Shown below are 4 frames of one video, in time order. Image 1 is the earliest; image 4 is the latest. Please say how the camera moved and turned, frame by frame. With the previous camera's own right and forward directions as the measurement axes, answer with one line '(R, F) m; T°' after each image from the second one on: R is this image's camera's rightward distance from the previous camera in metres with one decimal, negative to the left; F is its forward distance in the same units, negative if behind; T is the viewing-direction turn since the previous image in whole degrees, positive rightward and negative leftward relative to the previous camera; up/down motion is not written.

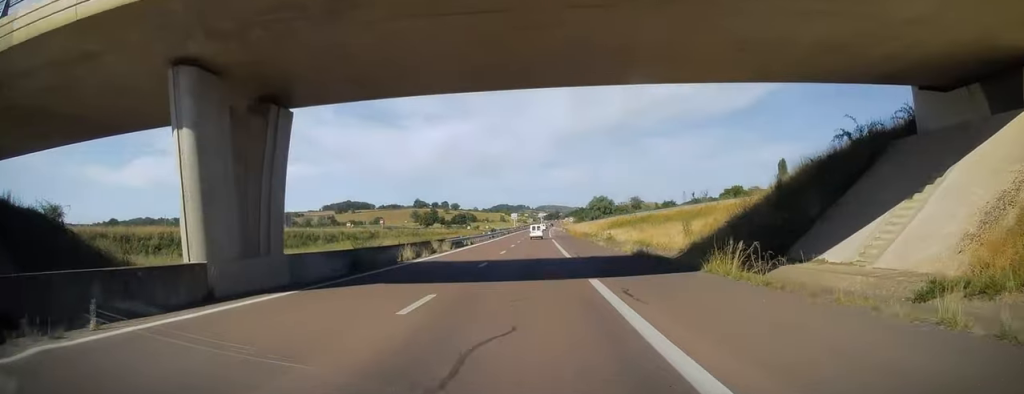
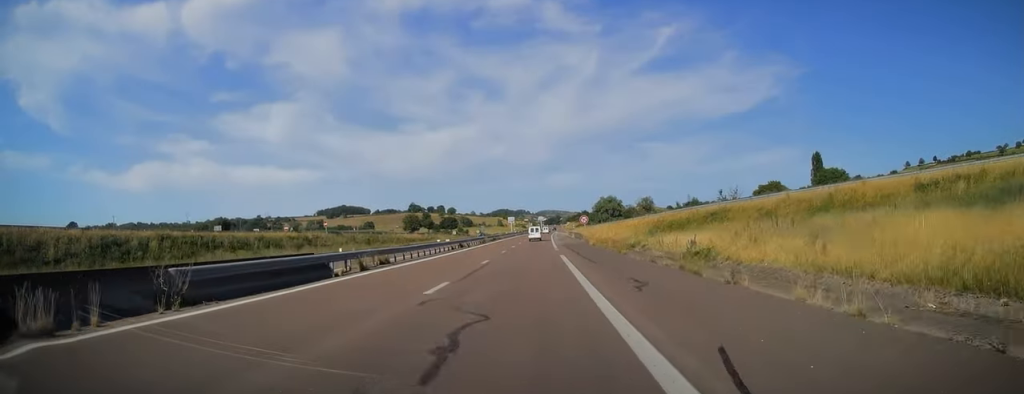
(-0.1, +35.4) m; -1°
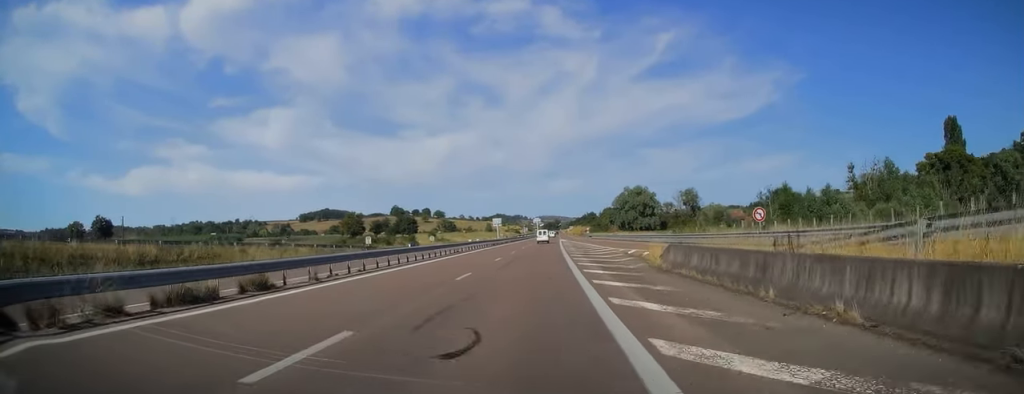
(+0.3, +86.1) m; 0°
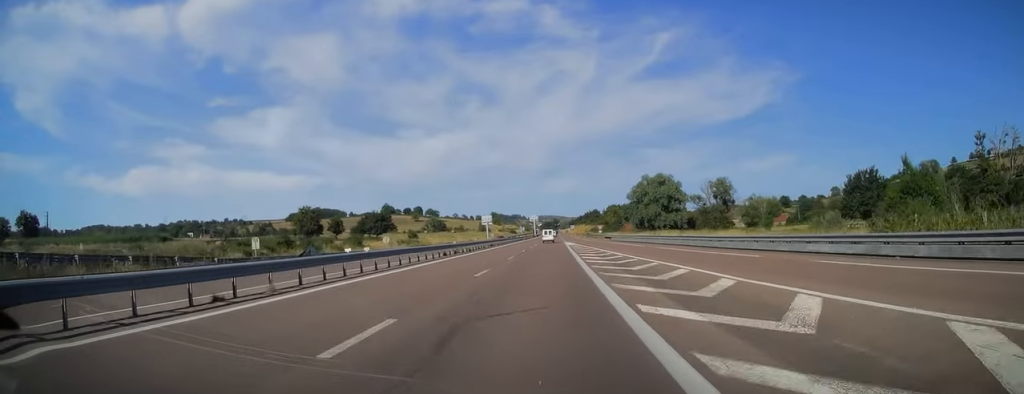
(-0.1, +37.6) m; +1°
